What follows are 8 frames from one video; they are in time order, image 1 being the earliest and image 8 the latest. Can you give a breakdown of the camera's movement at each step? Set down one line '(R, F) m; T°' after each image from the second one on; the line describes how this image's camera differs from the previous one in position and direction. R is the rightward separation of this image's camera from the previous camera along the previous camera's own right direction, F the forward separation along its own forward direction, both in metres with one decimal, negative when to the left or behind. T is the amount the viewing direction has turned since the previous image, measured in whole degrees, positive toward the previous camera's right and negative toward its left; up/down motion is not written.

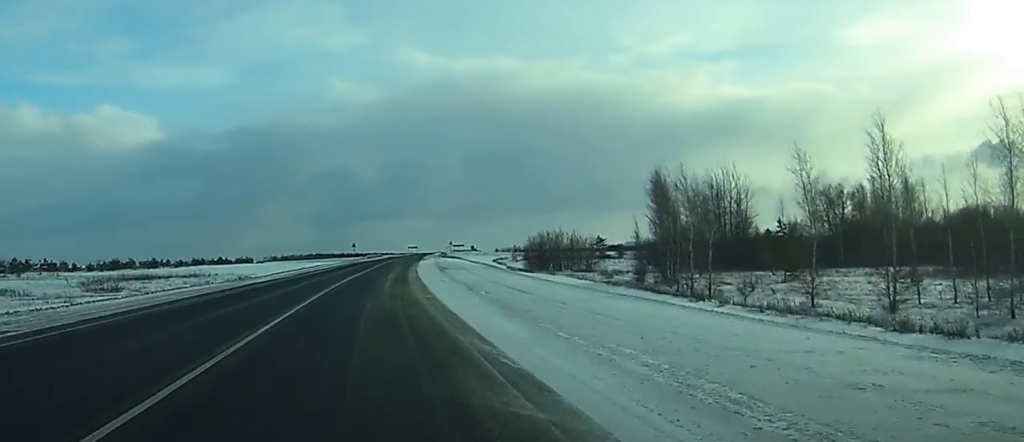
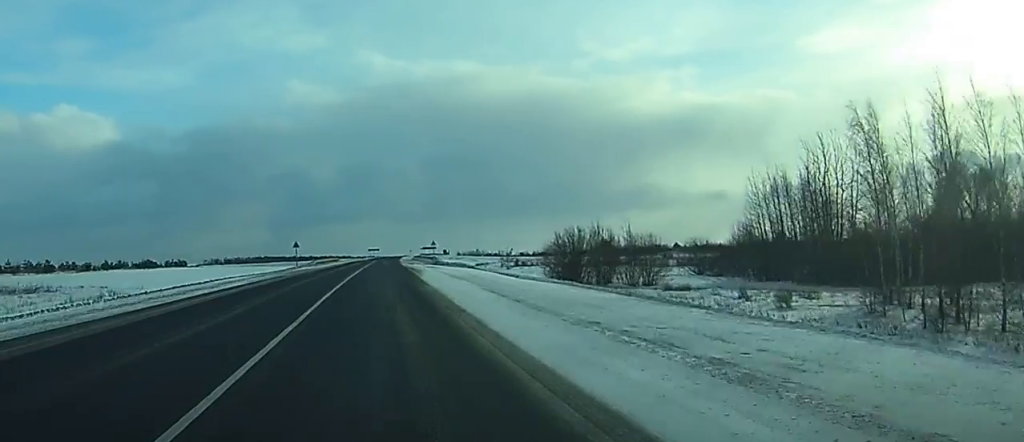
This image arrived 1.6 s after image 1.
(+0.7, +49.1) m; +2°
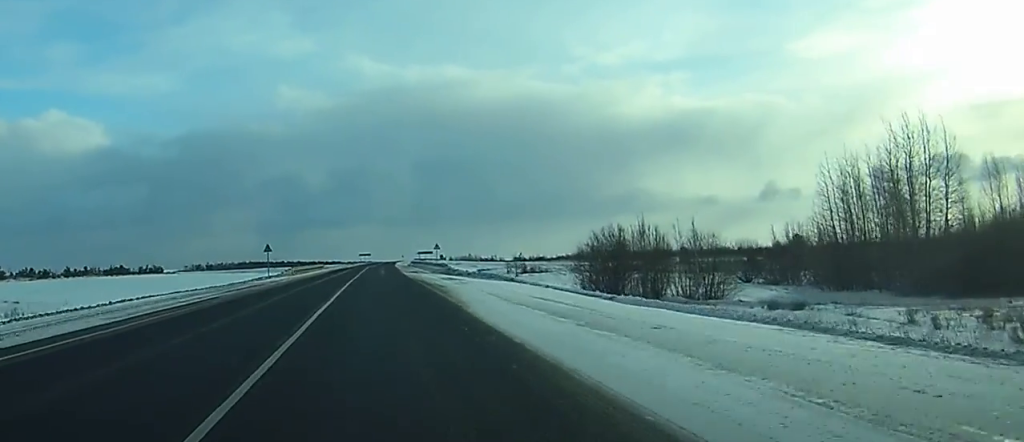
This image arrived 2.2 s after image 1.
(+0.2, +21.0) m; +1°
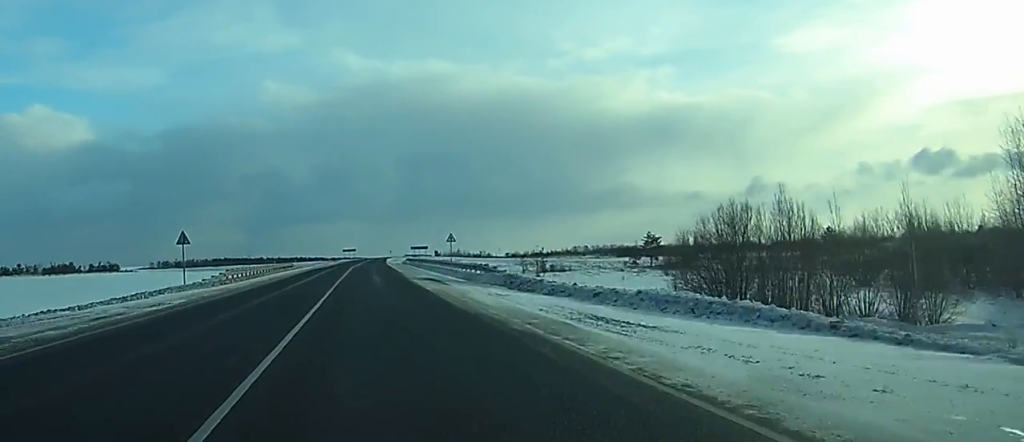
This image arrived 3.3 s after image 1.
(+0.4, +32.5) m; +1°
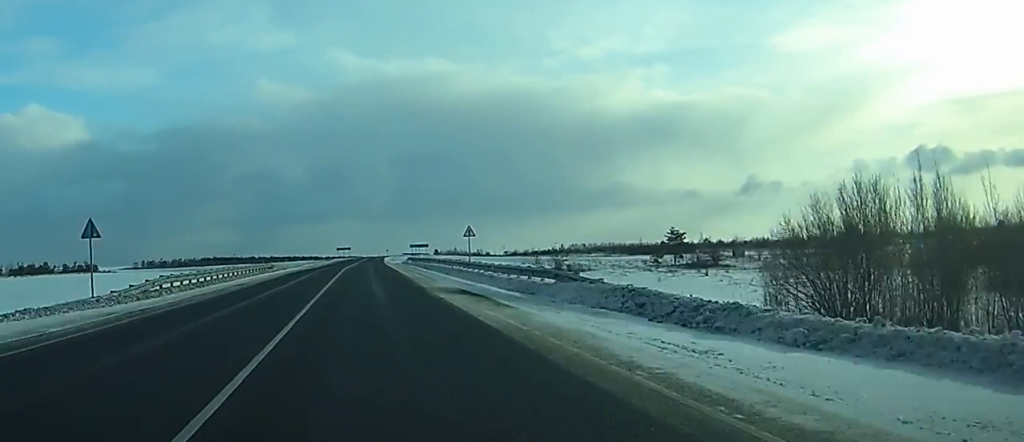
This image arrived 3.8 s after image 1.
(0.0, +15.7) m; +1°
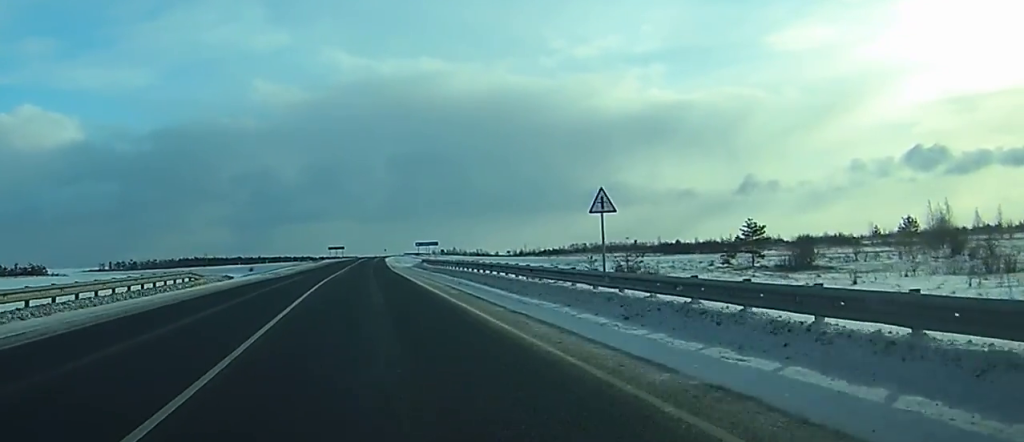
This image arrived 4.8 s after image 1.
(+0.3, +33.5) m; +1°
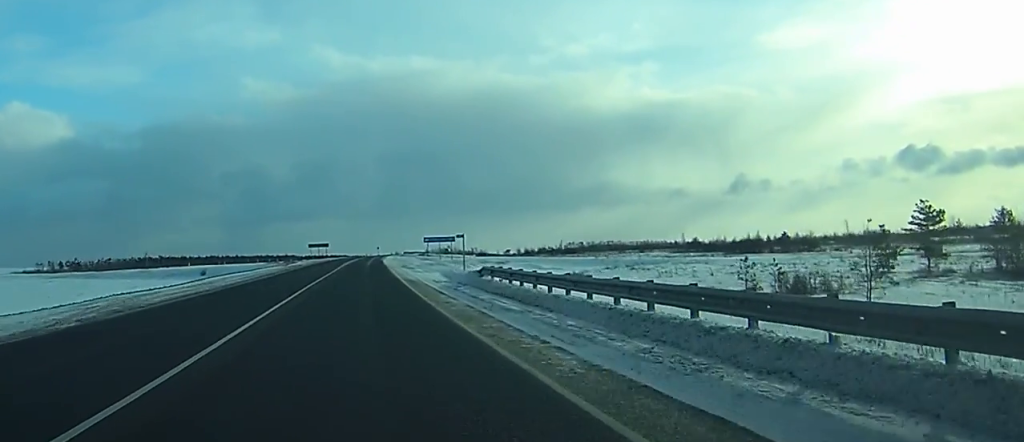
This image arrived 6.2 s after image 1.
(+0.5, +43.2) m; +1°
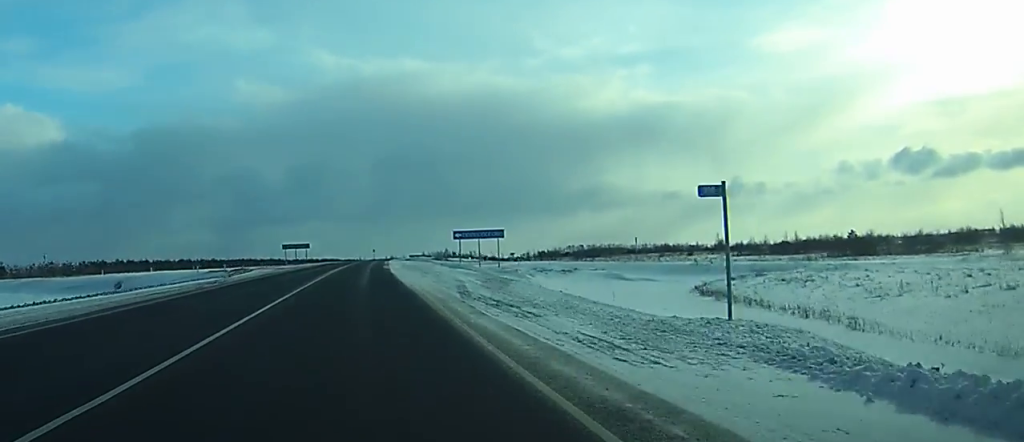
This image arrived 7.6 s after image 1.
(+0.1, +43.3) m; 0°
